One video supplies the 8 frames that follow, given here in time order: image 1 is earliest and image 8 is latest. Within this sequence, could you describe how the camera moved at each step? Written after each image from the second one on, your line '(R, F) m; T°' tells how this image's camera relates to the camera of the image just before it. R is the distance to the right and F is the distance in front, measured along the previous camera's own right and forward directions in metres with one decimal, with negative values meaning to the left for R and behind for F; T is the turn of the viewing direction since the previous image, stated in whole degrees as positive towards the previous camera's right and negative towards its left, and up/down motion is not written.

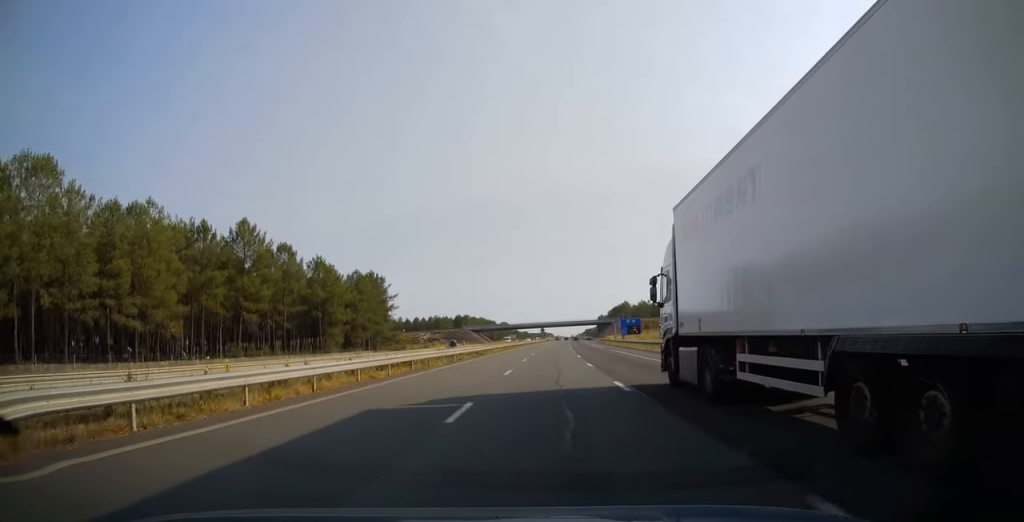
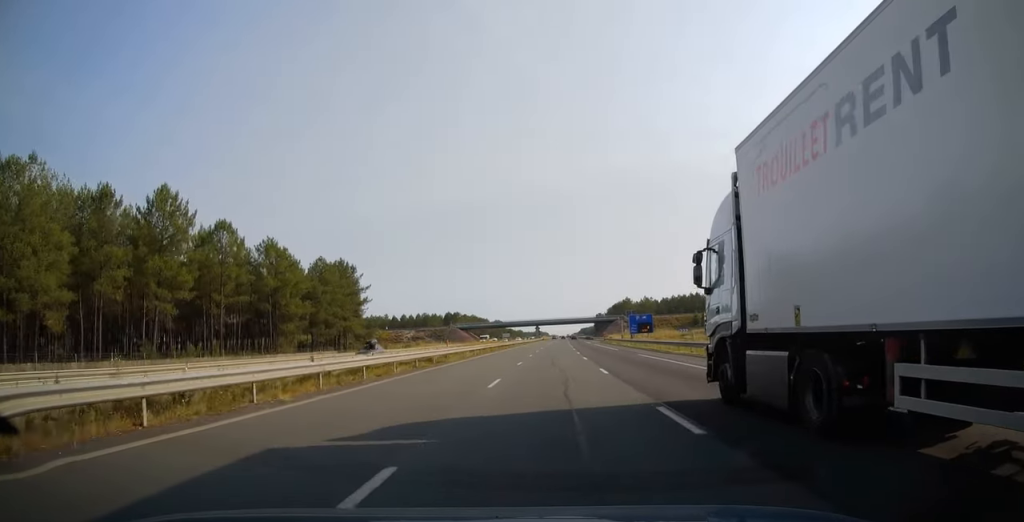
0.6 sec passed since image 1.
(0.0, +19.7) m; 0°
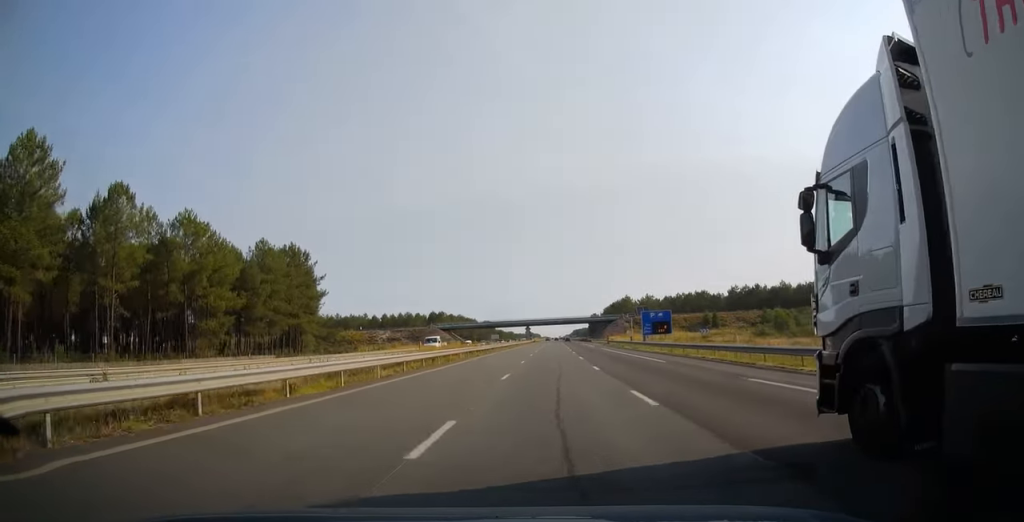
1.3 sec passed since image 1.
(+0.2, +22.3) m; +1°
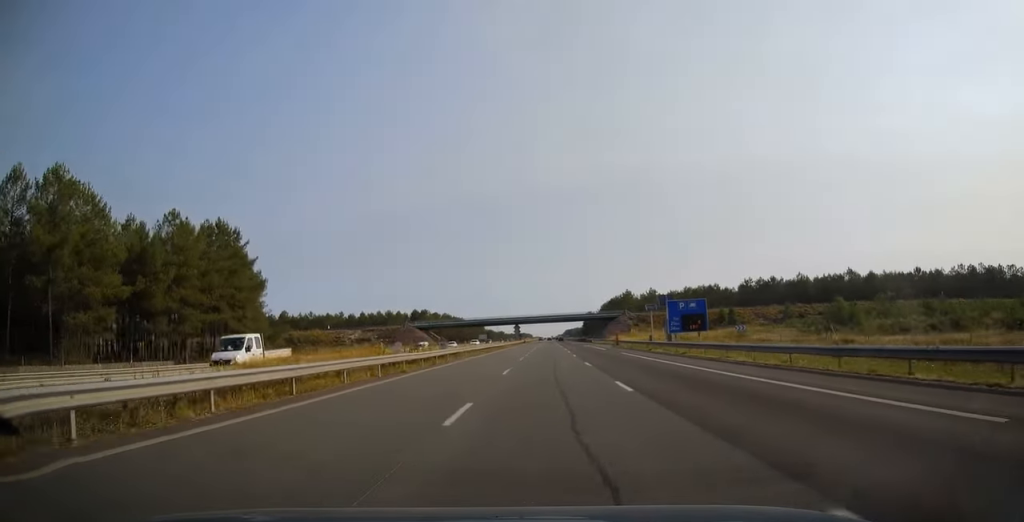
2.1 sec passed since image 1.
(+0.2, +23.3) m; +1°
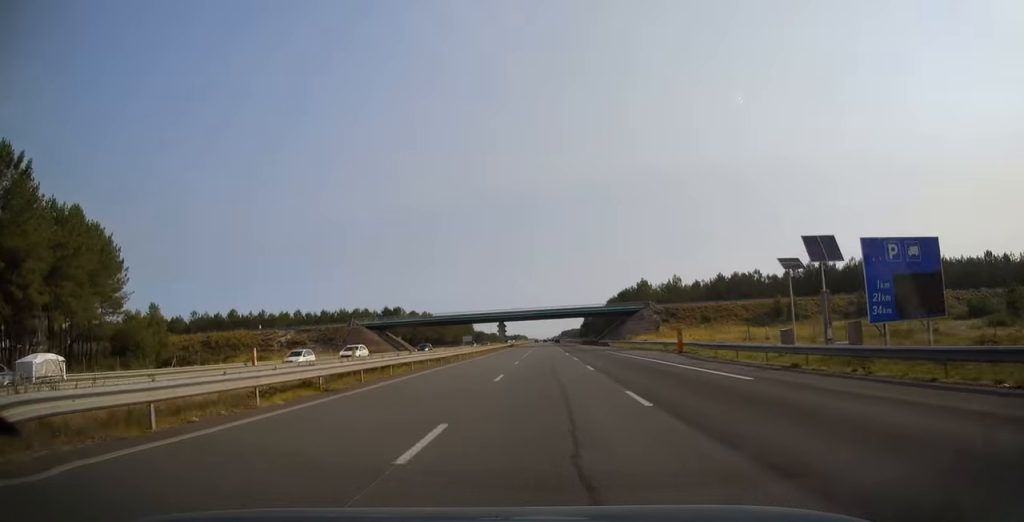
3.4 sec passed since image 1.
(+0.4, +42.0) m; +1°
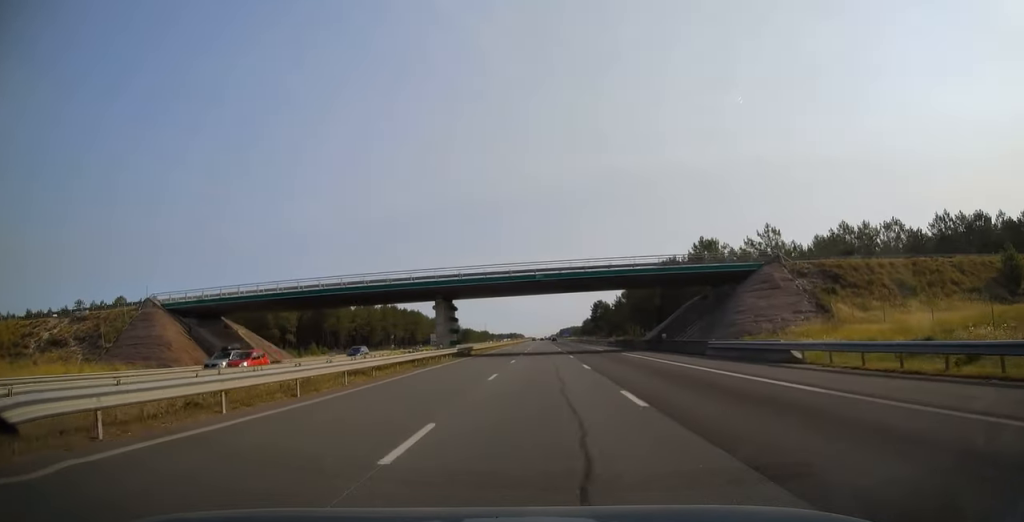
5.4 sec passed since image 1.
(-0.1, +65.4) m; 0°
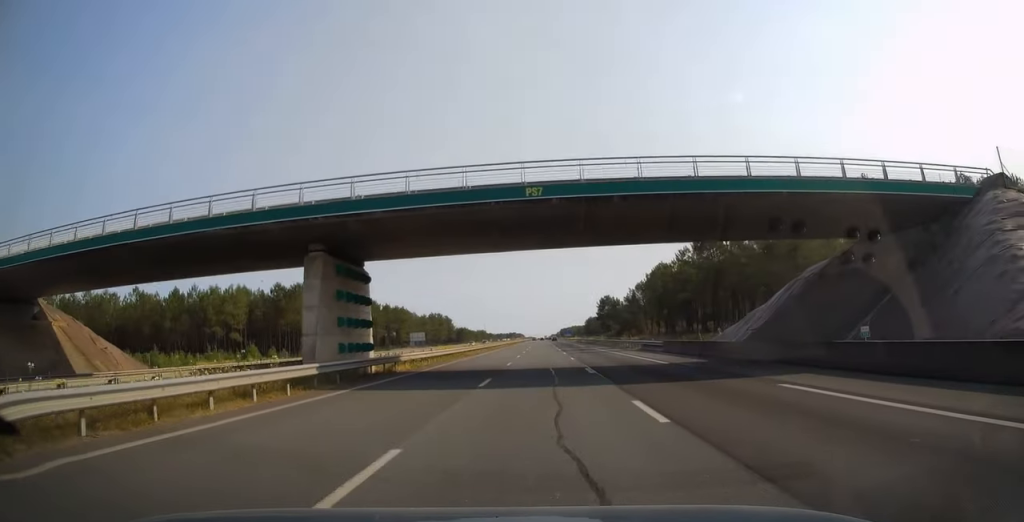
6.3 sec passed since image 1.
(0.0, +28.2) m; 0°
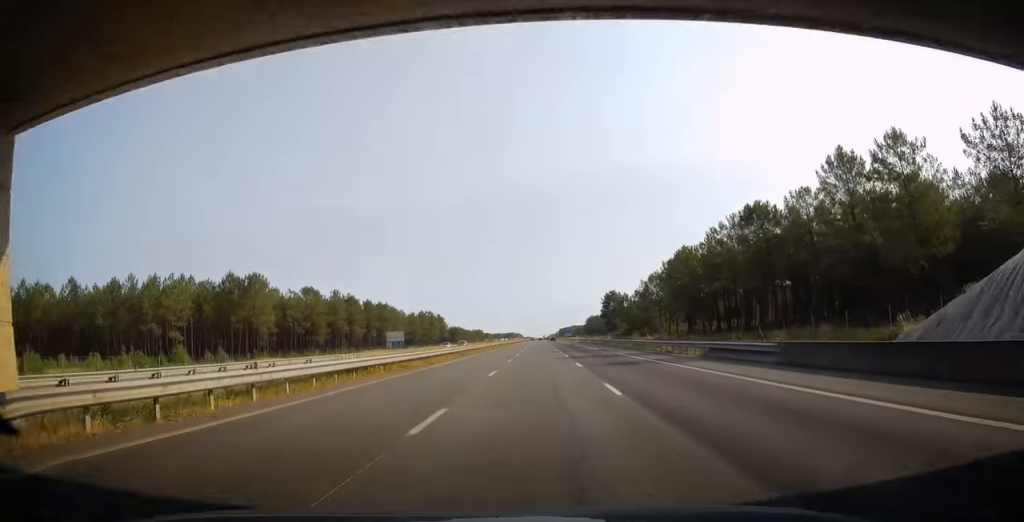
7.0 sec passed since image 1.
(+0.1, +21.8) m; 0°
